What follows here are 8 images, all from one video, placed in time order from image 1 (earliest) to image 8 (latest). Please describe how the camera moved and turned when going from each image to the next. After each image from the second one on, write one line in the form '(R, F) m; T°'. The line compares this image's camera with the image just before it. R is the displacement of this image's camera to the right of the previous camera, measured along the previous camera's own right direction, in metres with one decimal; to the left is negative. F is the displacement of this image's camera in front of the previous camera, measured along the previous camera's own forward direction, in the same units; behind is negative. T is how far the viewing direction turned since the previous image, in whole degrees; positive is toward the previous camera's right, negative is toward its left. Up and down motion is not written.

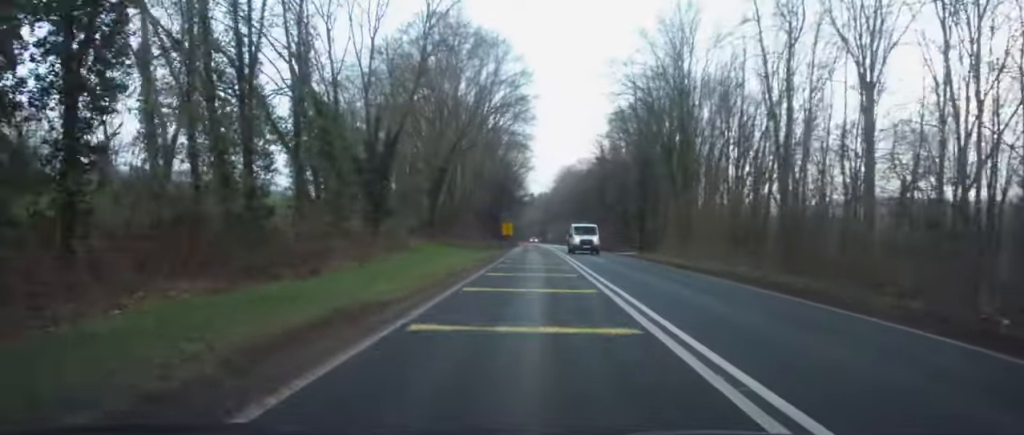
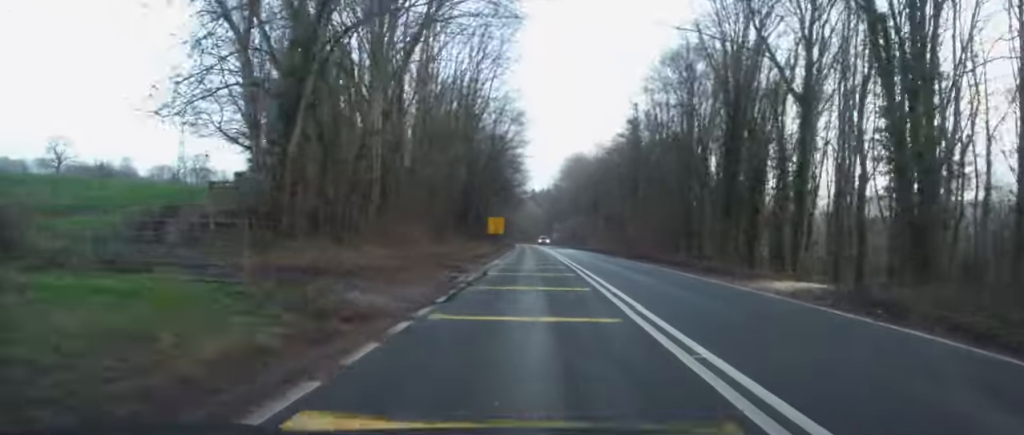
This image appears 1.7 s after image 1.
(0.0, +33.5) m; 0°
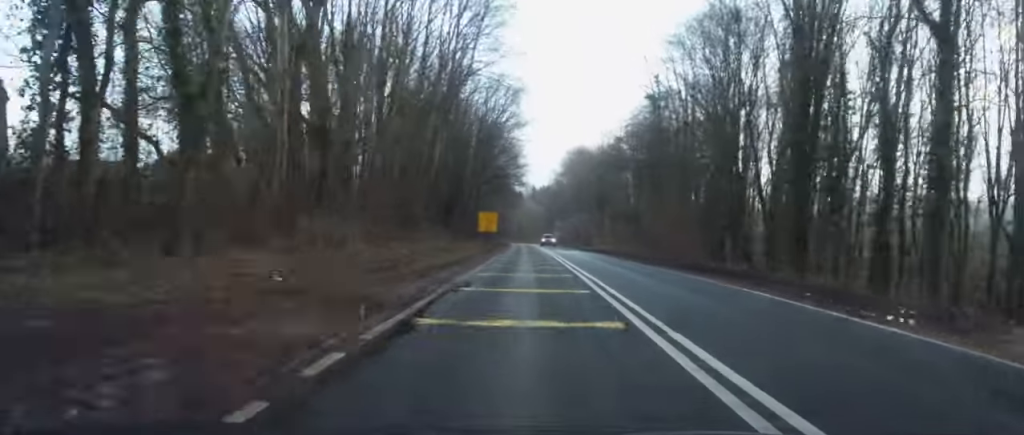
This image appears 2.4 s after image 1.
(0.0, +12.1) m; 0°
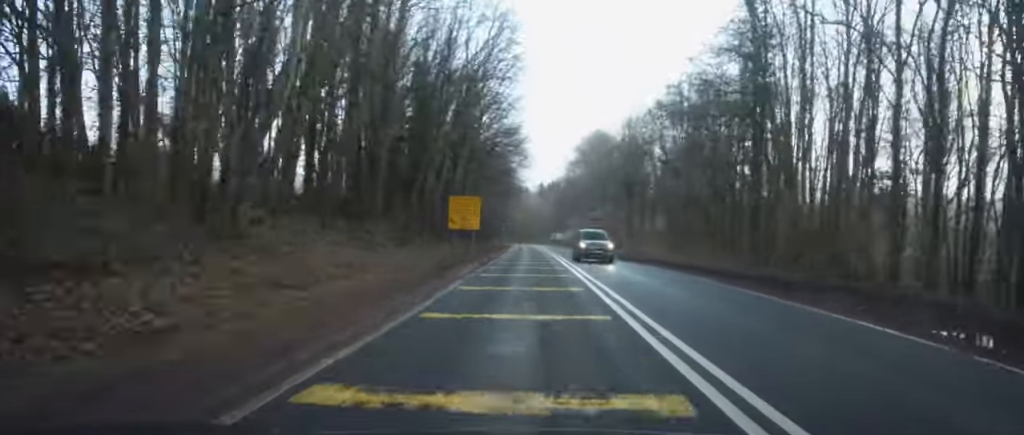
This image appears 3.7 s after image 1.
(0.0, +25.1) m; -1°
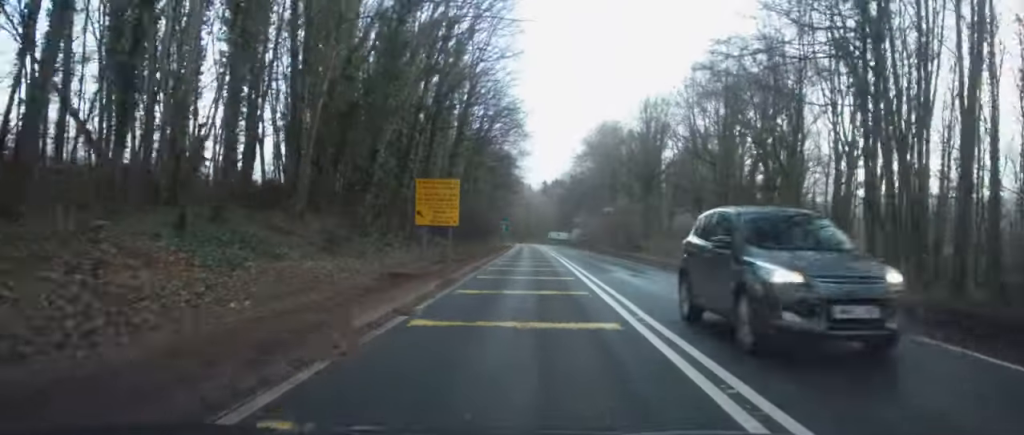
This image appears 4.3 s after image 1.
(-0.2, +11.1) m; -1°
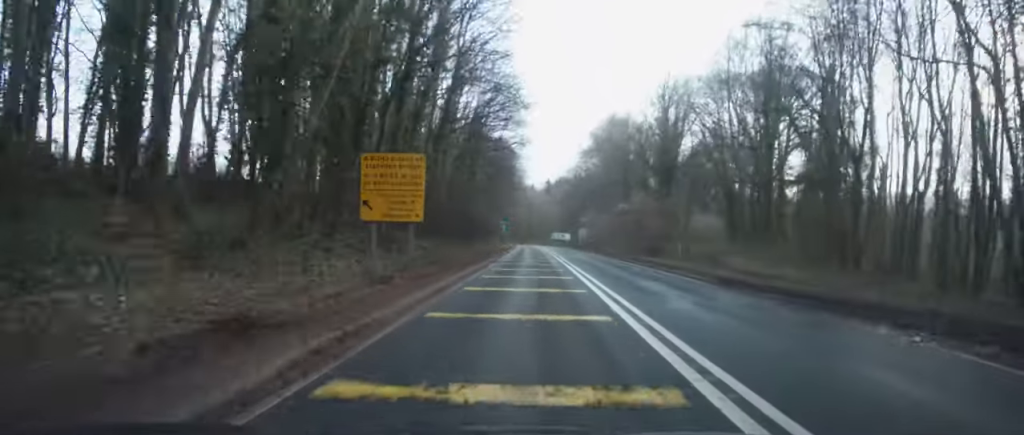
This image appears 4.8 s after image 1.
(-0.1, +8.6) m; 0°
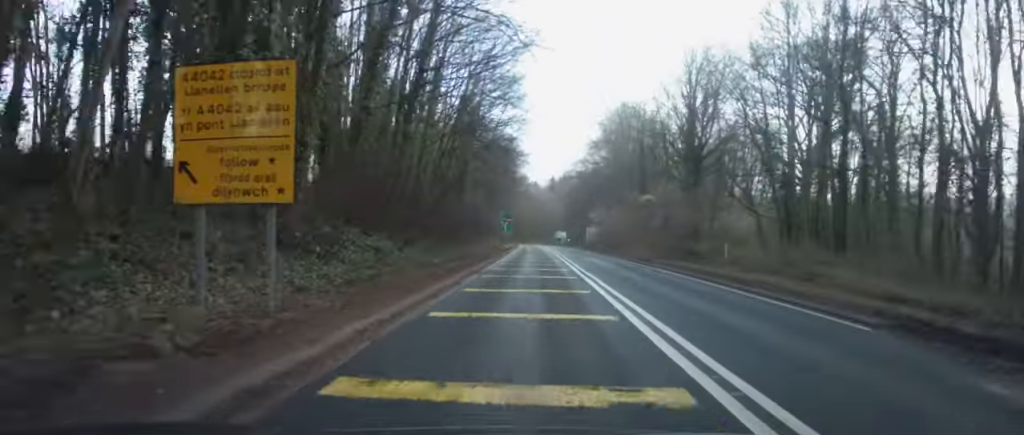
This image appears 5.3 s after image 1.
(0.0, +10.0) m; 0°
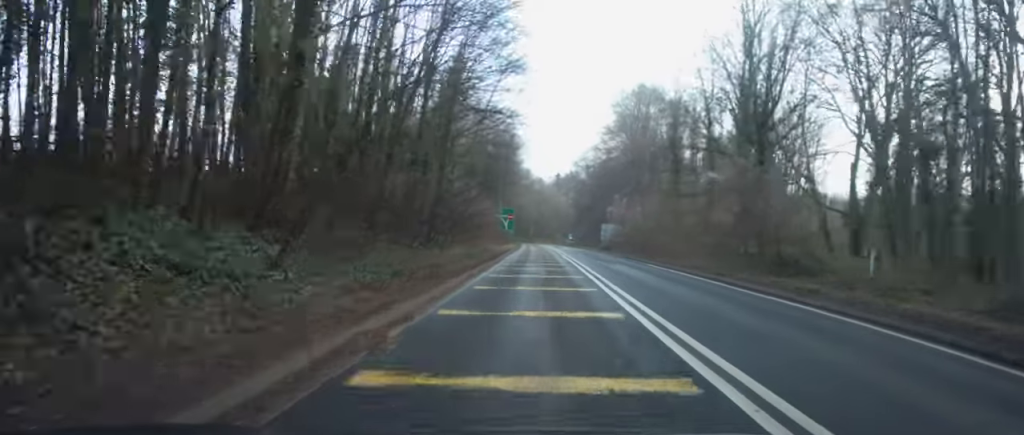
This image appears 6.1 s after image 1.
(0.0, +14.3) m; 0°
